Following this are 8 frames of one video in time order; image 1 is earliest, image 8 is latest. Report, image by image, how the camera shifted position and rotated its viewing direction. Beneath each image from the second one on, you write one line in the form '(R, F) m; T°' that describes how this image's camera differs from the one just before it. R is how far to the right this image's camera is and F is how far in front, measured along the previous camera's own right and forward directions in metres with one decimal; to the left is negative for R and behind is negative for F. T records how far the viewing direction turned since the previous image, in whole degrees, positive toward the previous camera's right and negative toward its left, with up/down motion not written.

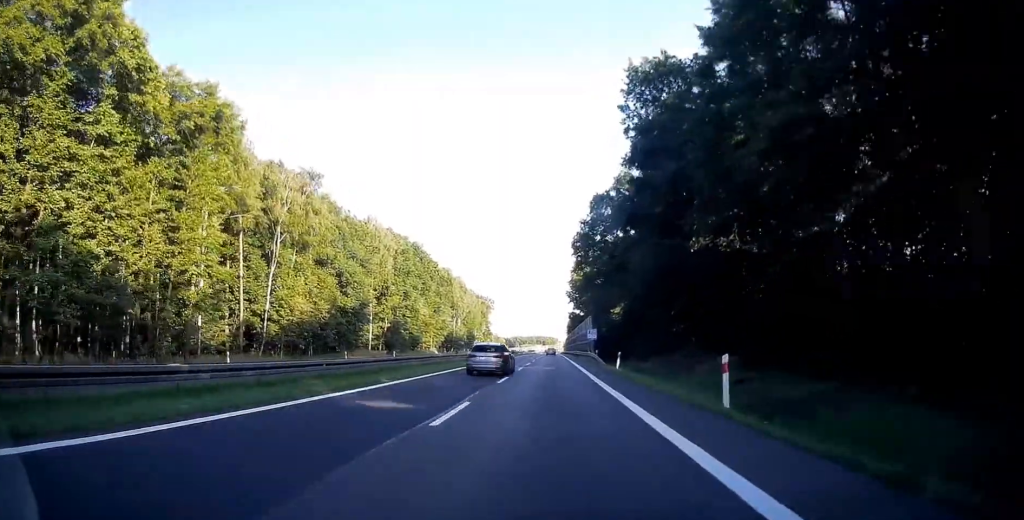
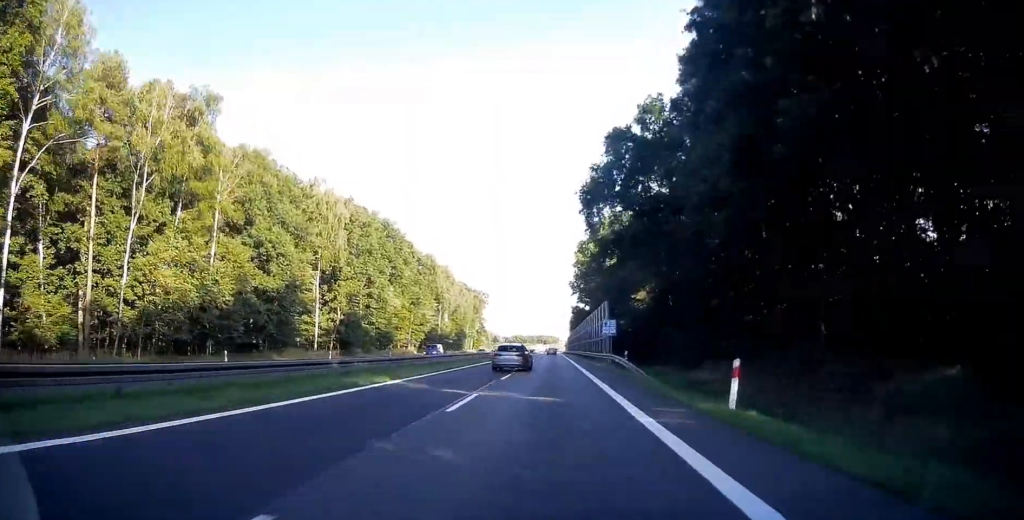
(+0.1, +22.0) m; 0°
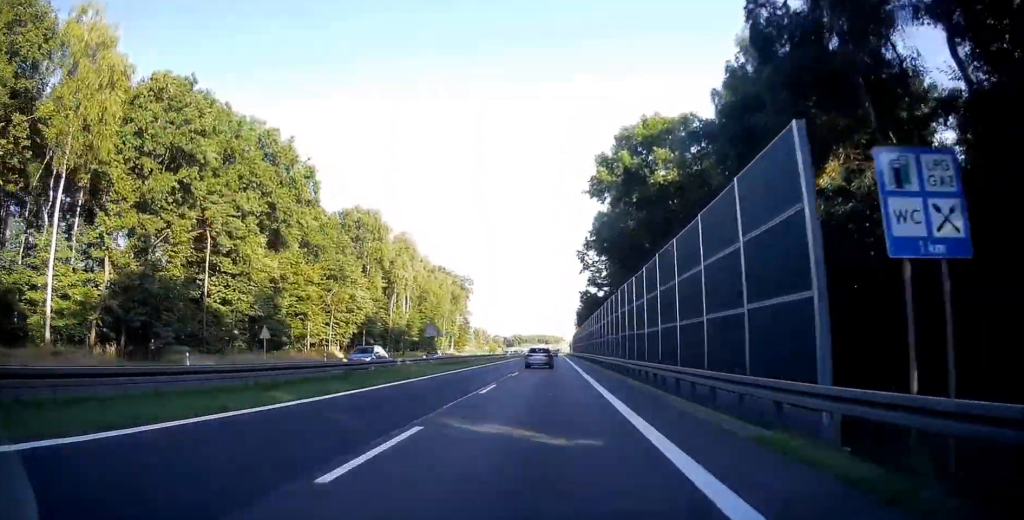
(-0.3, +41.9) m; -1°
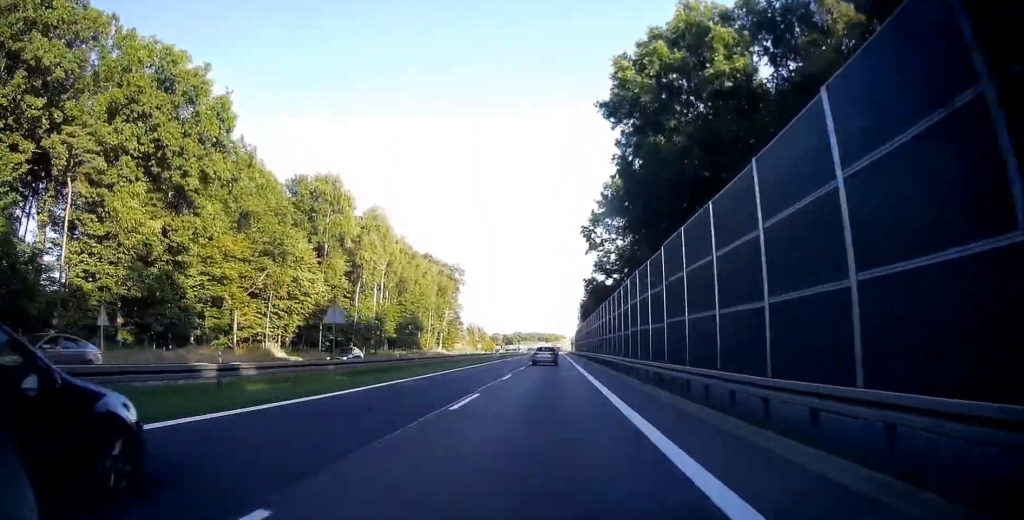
(0.0, +17.4) m; 0°
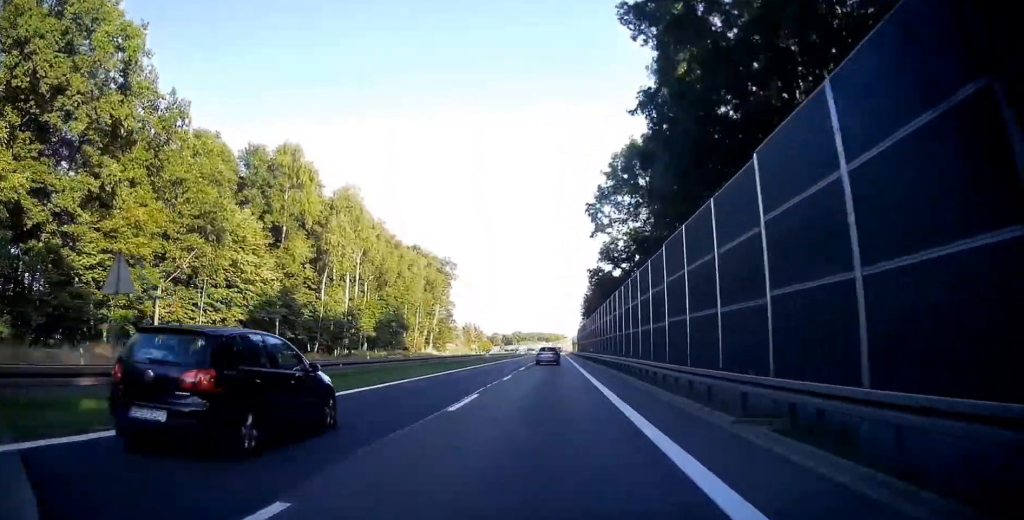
(0.0, +12.2) m; 0°
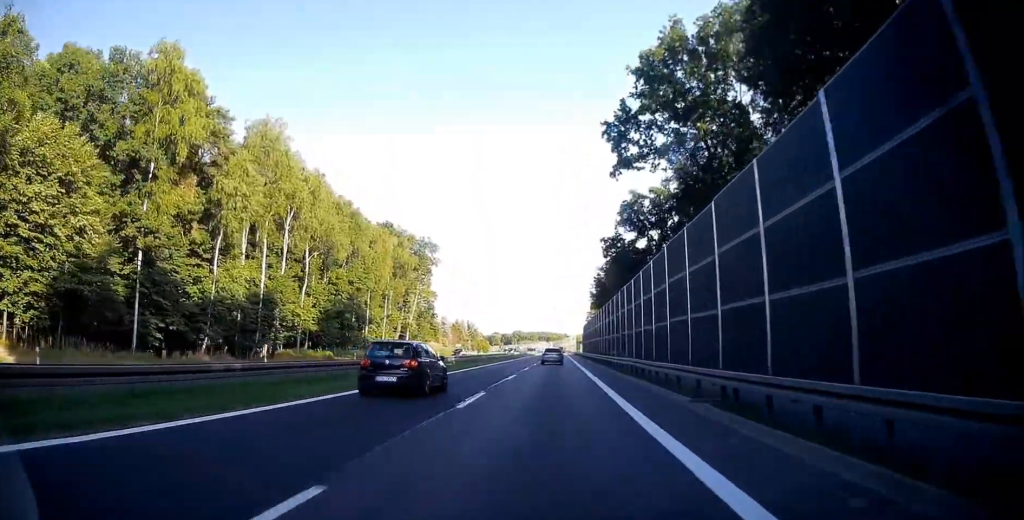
(+0.1, +23.6) m; 0°
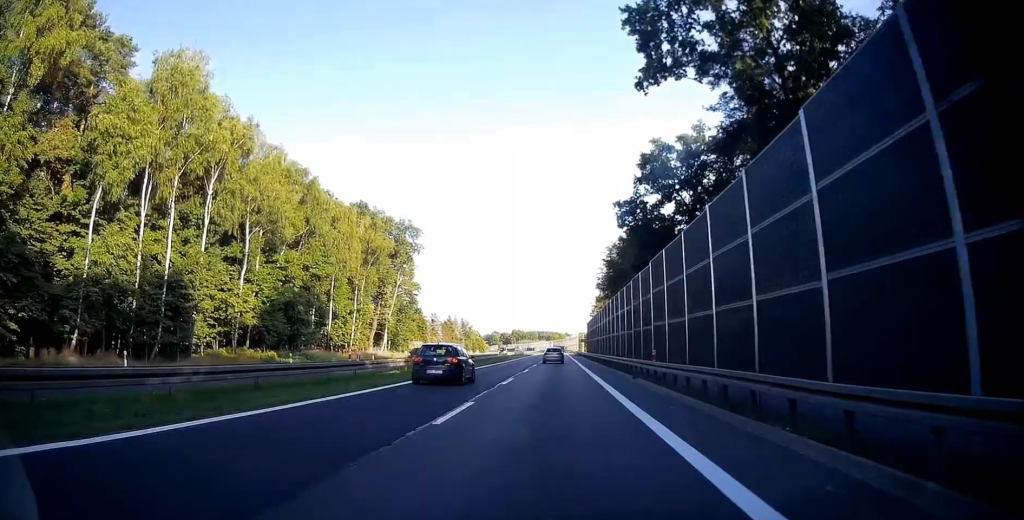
(+0.2, +14.9) m; 0°
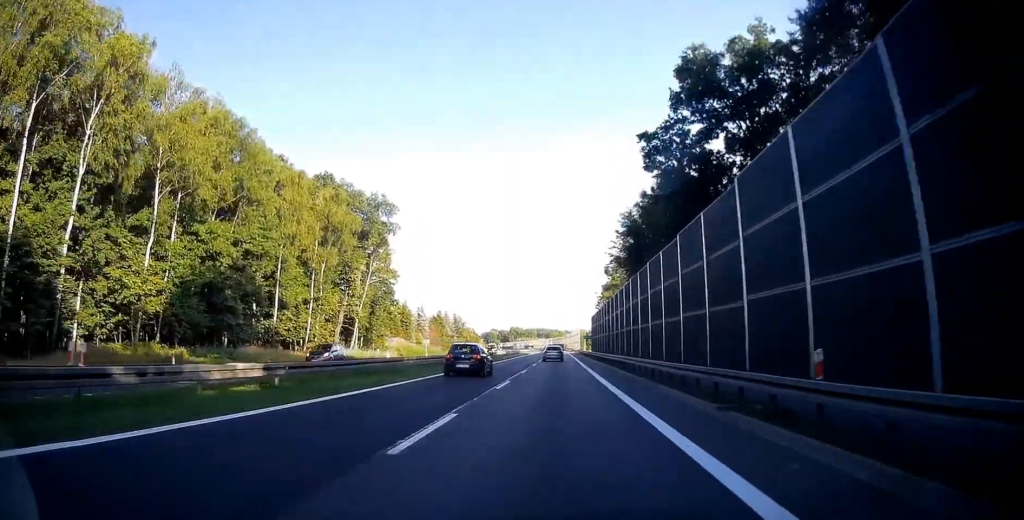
(-0.2, +15.0) m; 0°
